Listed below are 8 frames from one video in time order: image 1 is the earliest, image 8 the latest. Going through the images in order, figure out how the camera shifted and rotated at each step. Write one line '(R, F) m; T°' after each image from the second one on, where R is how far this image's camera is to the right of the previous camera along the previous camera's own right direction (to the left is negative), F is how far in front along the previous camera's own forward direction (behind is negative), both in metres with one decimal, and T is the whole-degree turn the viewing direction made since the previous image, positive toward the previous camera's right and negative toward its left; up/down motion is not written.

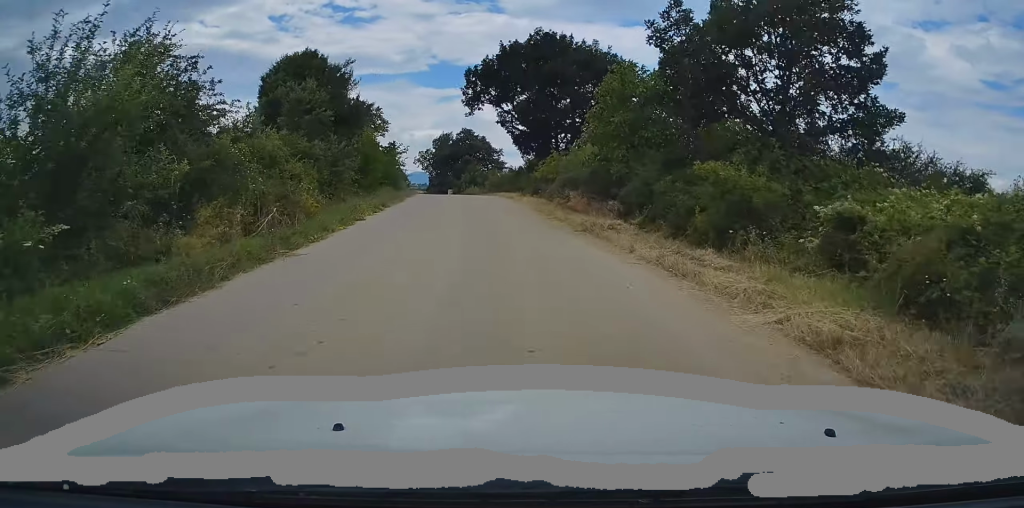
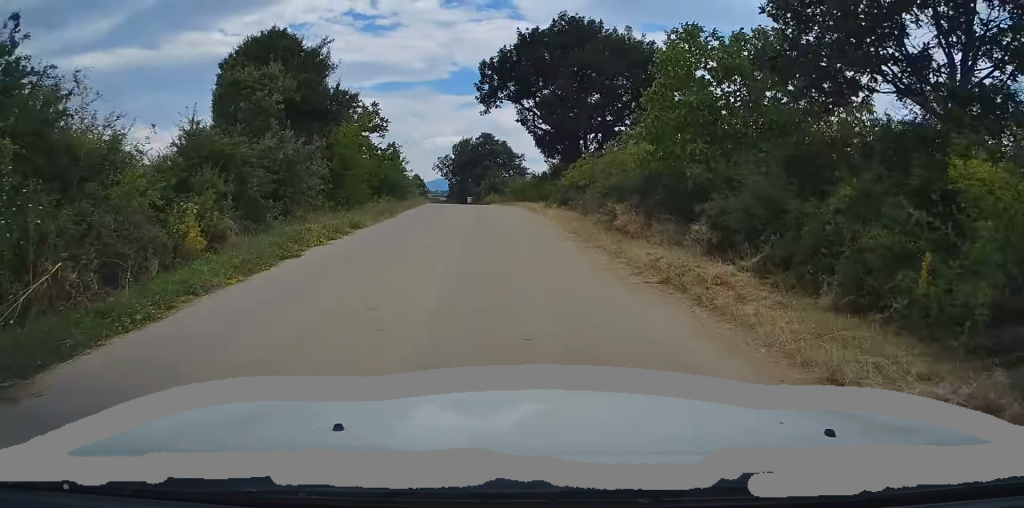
(0.0, +6.4) m; -2°
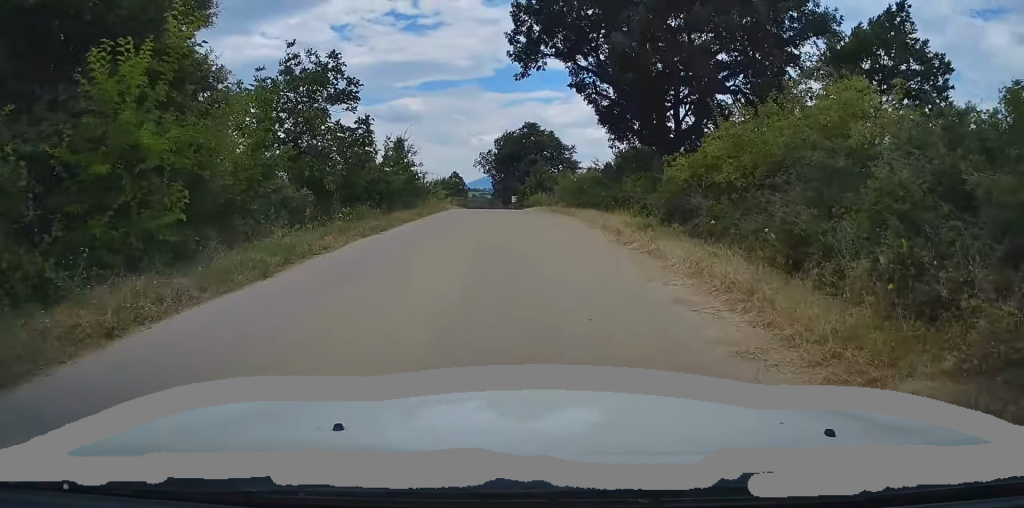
(-0.6, +14.3) m; -4°
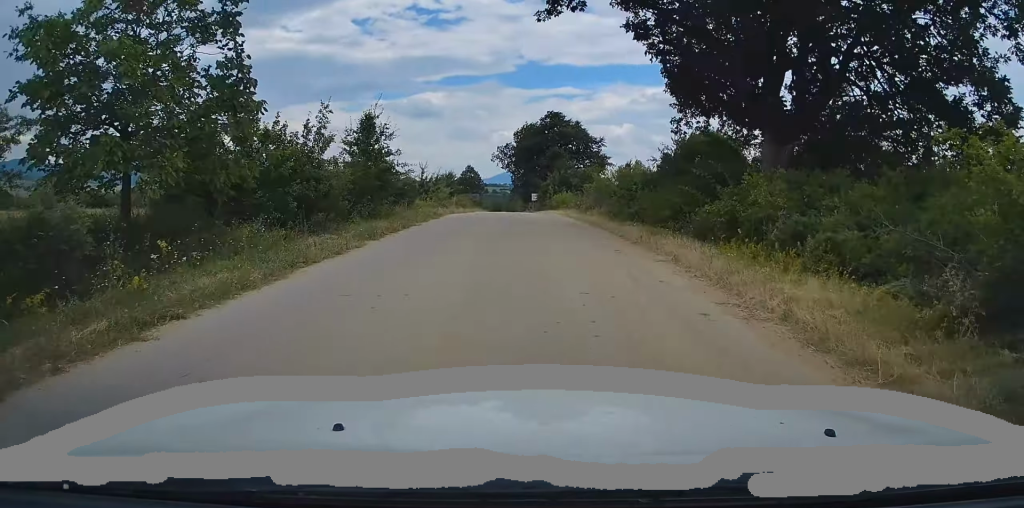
(-0.2, +10.7) m; -1°
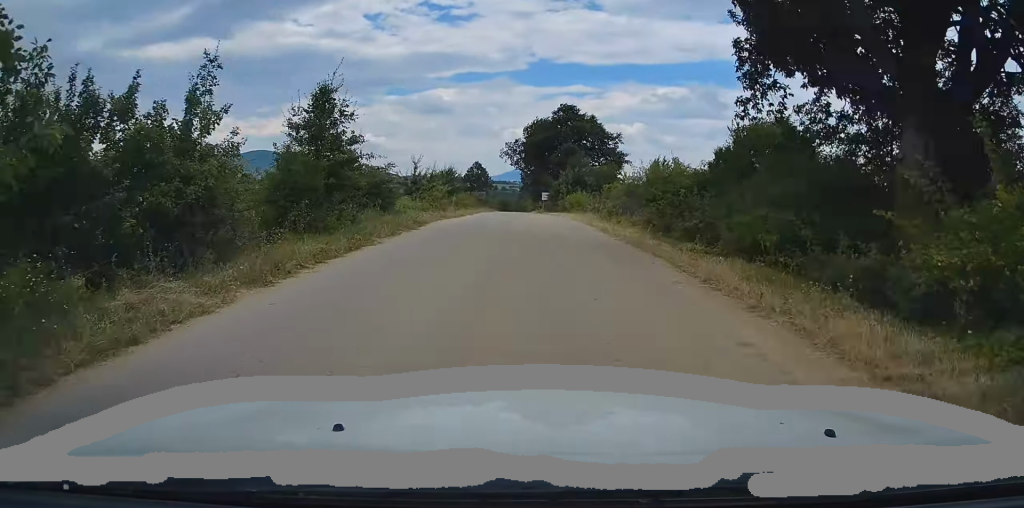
(0.0, +6.5) m; 0°
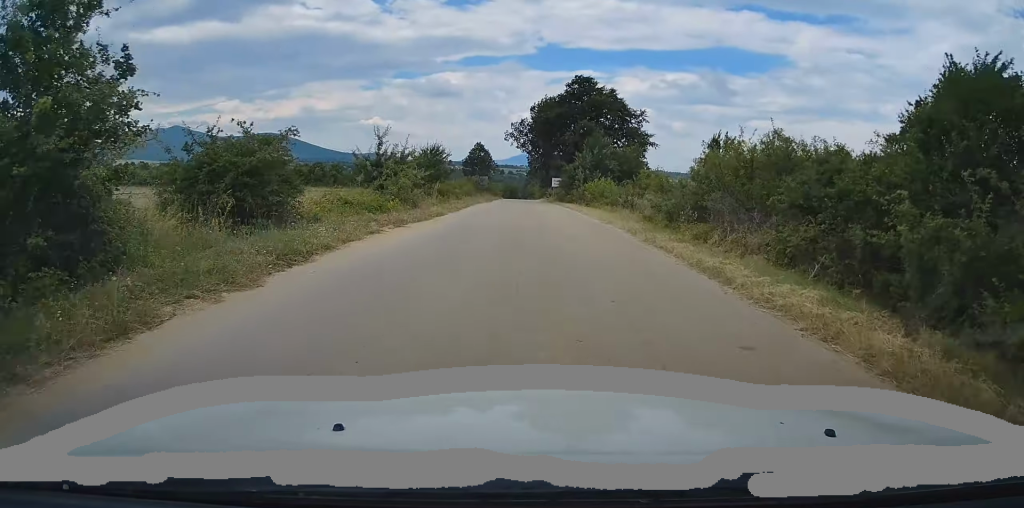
(+0.1, +11.2) m; -1°
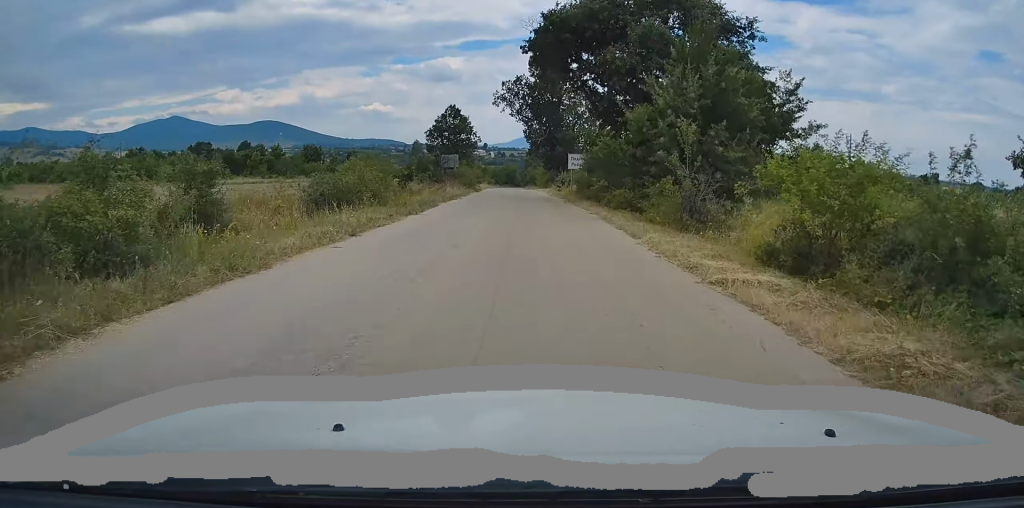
(-0.4, +34.3) m; -1°
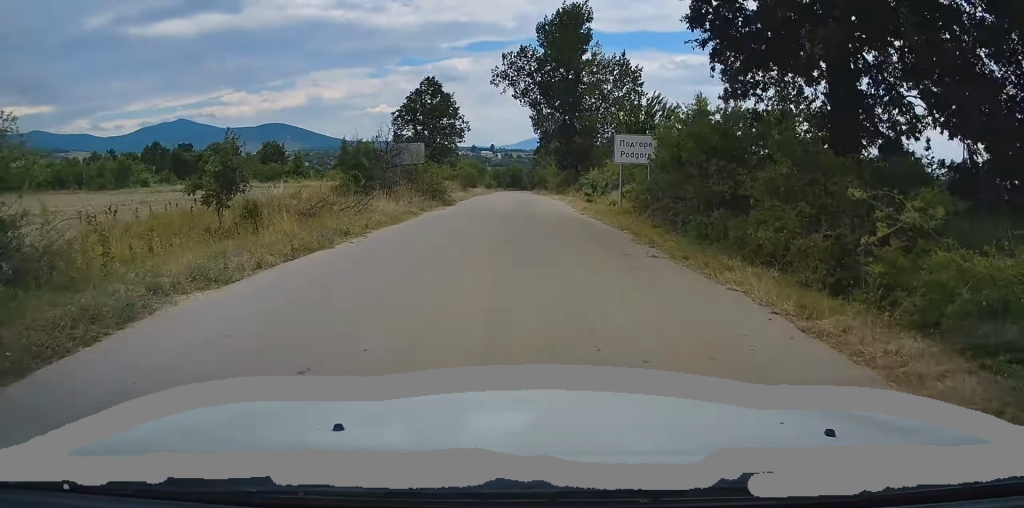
(-0.1, +20.2) m; -1°
